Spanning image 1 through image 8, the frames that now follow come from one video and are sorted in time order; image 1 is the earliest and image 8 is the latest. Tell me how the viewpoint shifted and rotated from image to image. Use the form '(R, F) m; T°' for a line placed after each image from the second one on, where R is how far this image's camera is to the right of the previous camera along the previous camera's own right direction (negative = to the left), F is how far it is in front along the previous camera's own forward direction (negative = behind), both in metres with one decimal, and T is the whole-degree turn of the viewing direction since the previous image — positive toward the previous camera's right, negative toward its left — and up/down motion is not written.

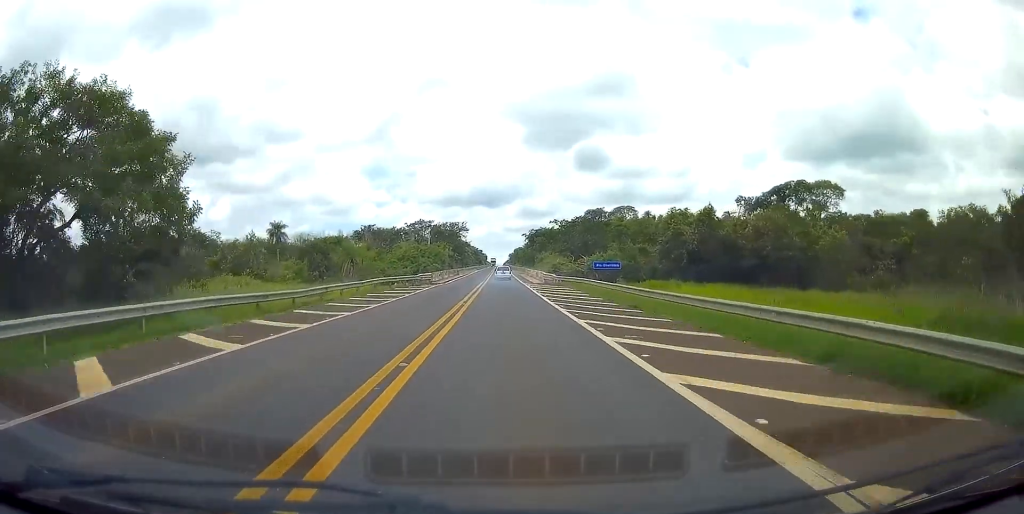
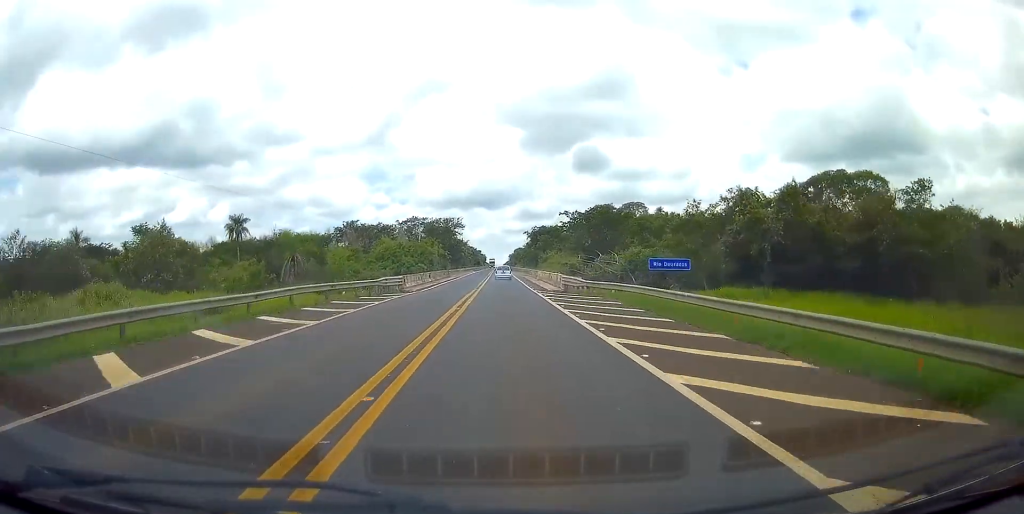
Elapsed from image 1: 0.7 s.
(-0.1, +16.8) m; 0°
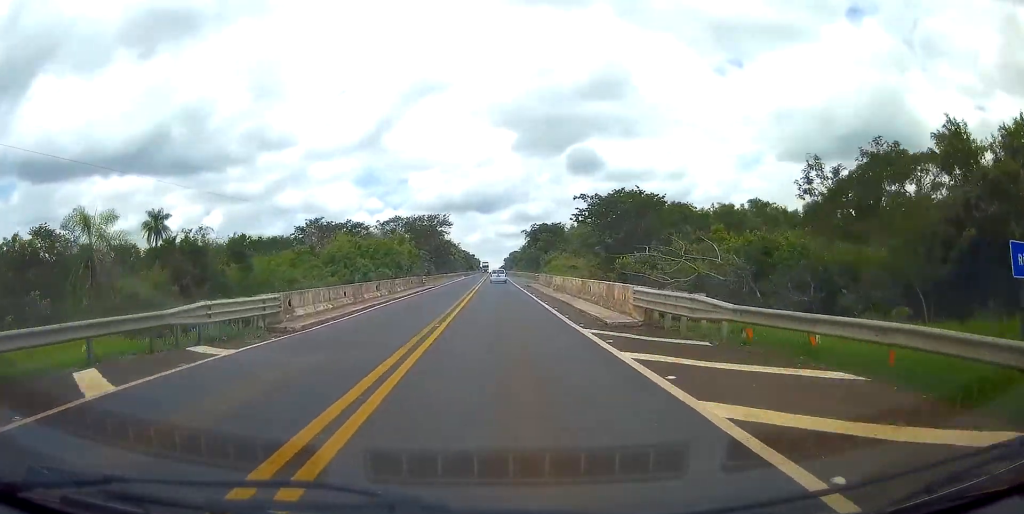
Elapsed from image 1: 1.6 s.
(-0.2, +22.4) m; 0°
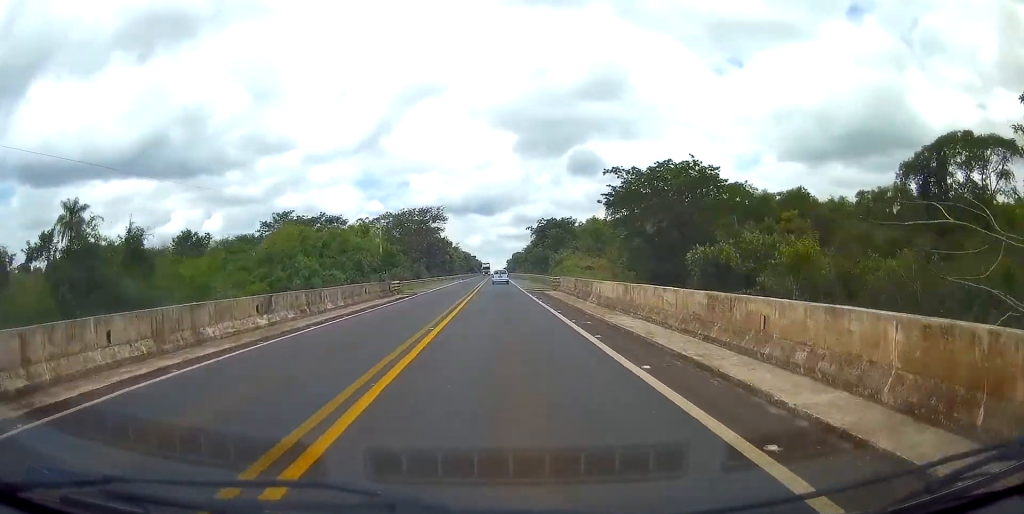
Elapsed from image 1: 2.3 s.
(0.0, +17.2) m; +1°
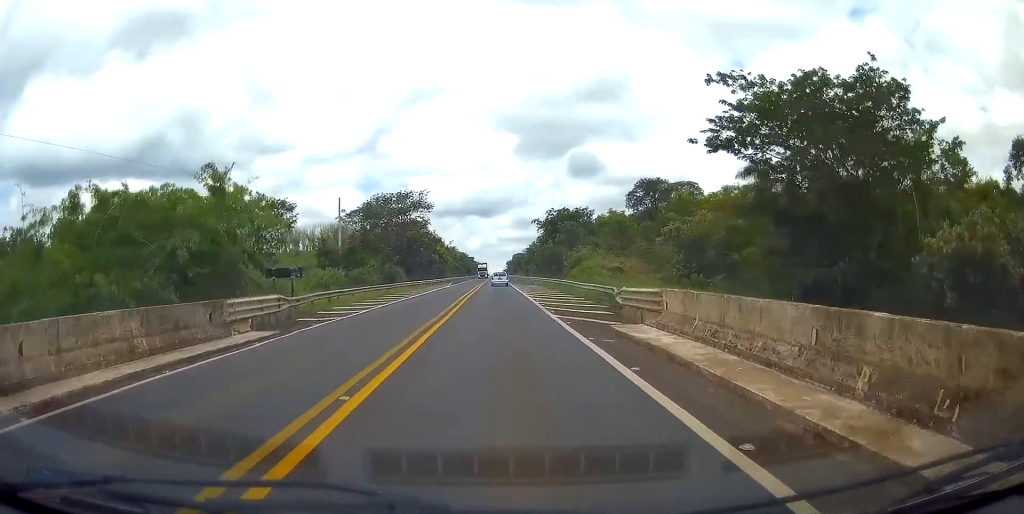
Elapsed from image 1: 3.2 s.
(+0.3, +23.5) m; 0°
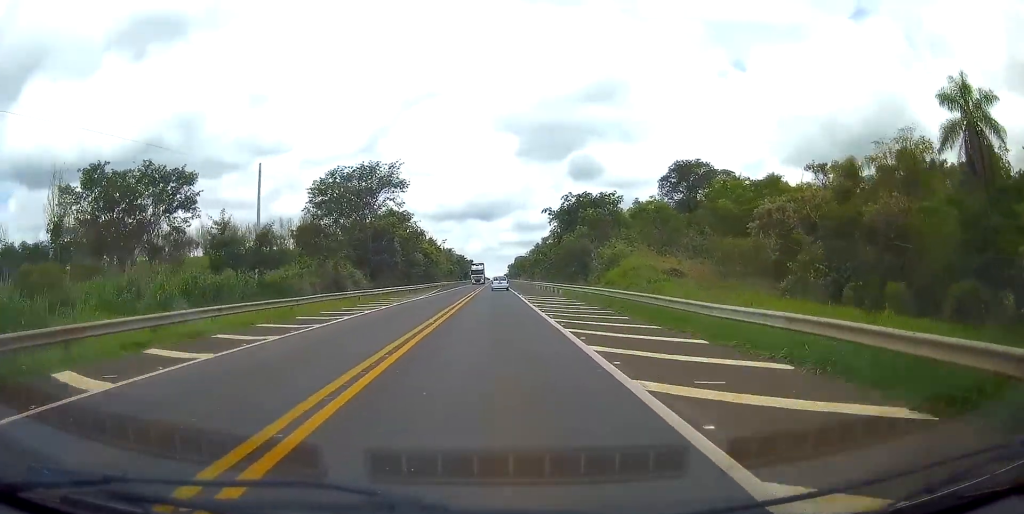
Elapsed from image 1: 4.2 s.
(-0.3, +23.6) m; -1°
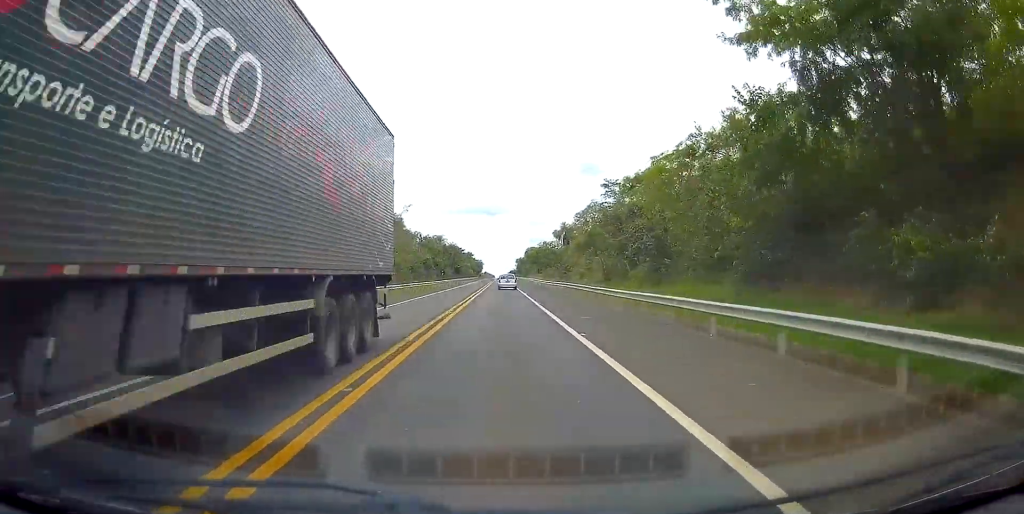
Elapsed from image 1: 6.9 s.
(+0.1, +66.3) m; -1°
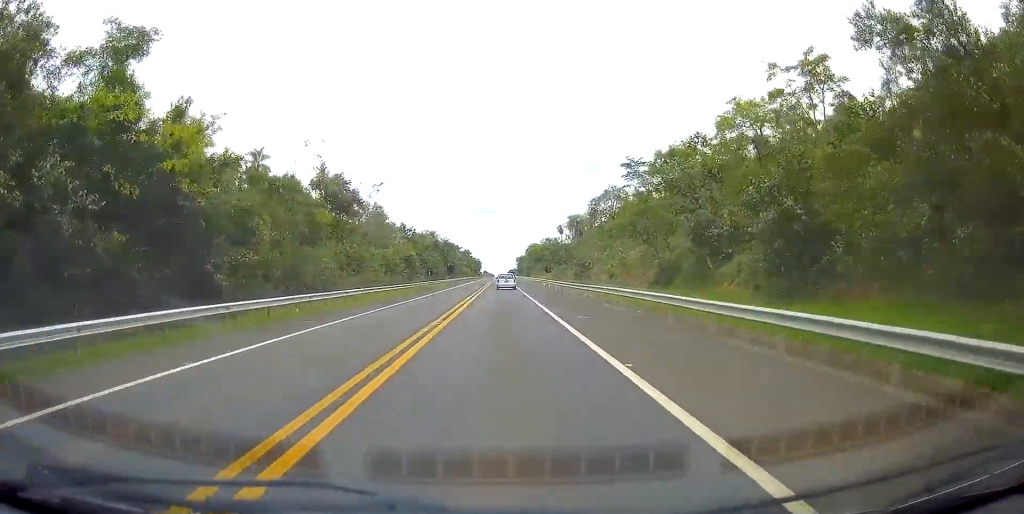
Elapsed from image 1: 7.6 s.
(-0.1, +19.5) m; 0°
